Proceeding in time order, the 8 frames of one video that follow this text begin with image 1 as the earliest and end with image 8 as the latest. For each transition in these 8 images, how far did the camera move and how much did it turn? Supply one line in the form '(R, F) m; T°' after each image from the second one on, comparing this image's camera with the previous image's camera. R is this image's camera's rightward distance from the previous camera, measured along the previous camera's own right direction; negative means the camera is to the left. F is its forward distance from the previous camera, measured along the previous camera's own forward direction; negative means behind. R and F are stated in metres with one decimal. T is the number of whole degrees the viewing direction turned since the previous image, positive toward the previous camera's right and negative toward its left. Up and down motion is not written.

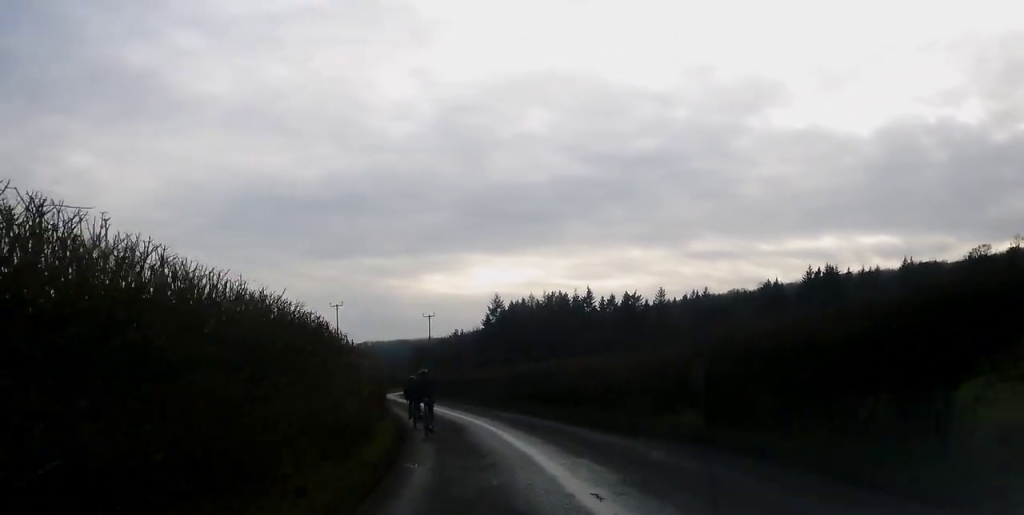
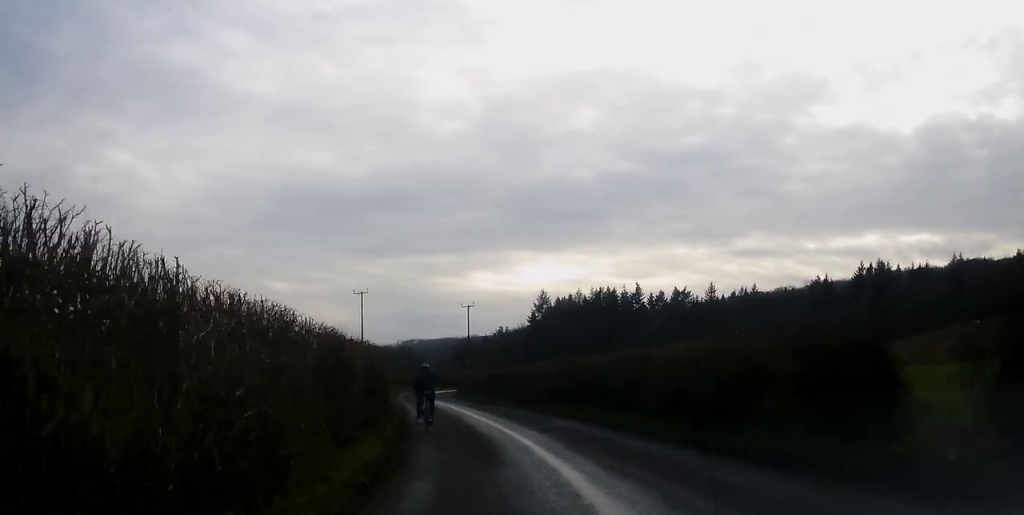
(-0.4, +8.0) m; -4°
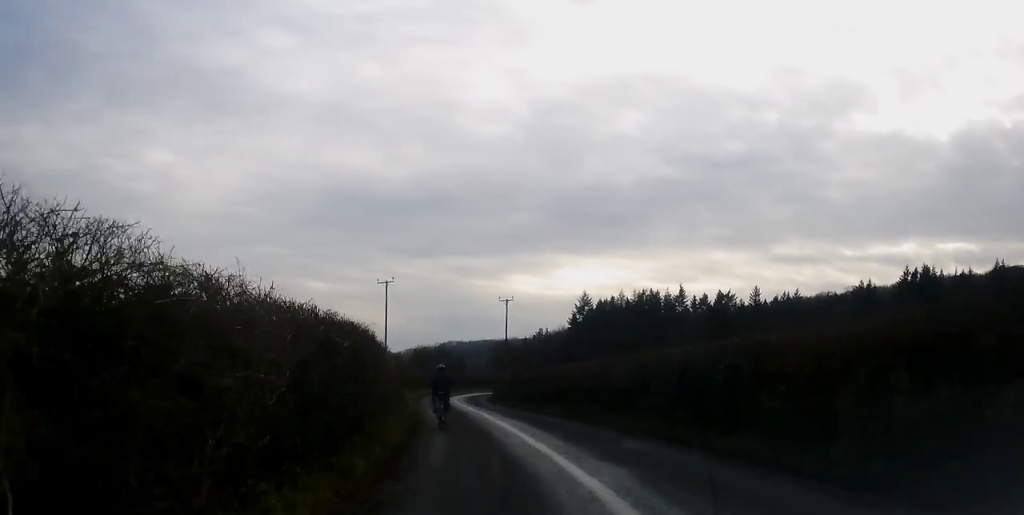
(-0.1, +6.6) m; -3°
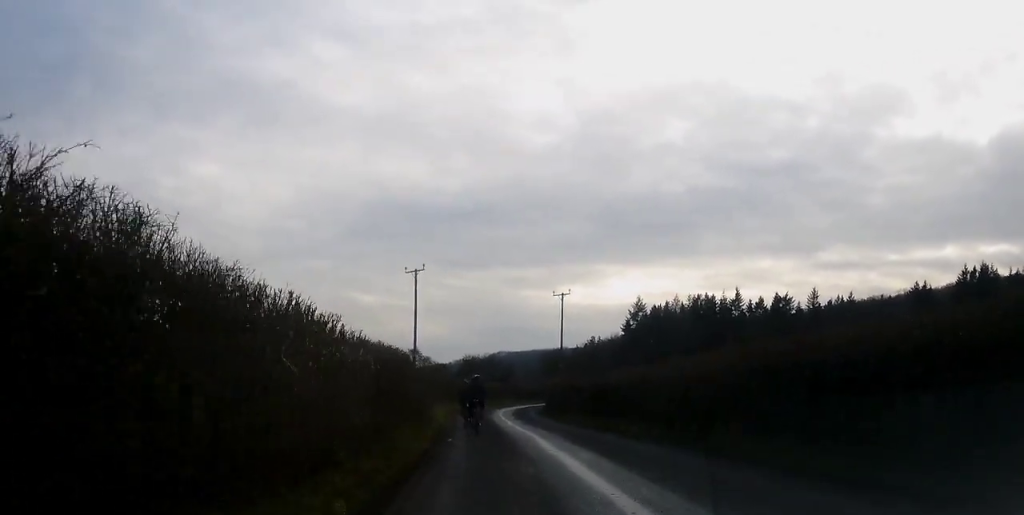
(-0.4, +9.7) m; -3°
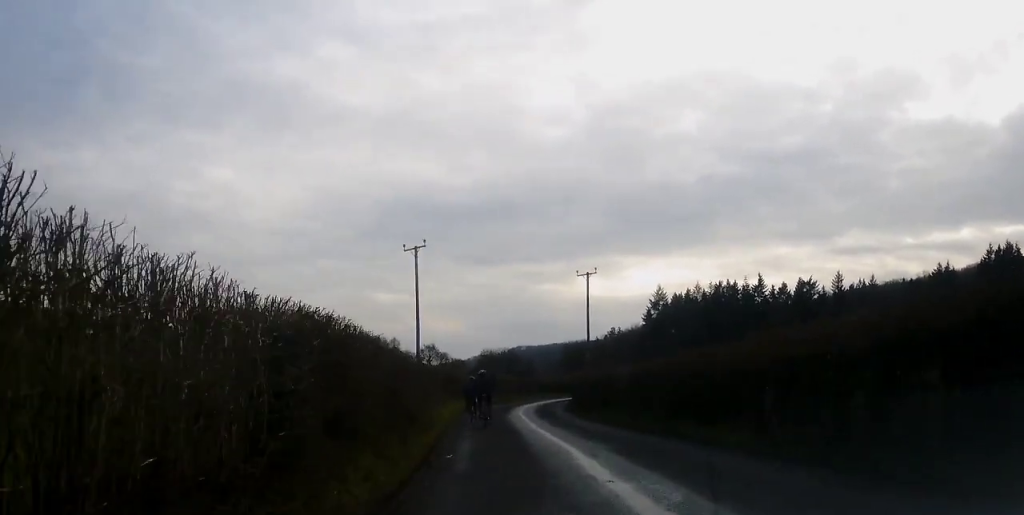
(0.0, +6.4) m; 0°
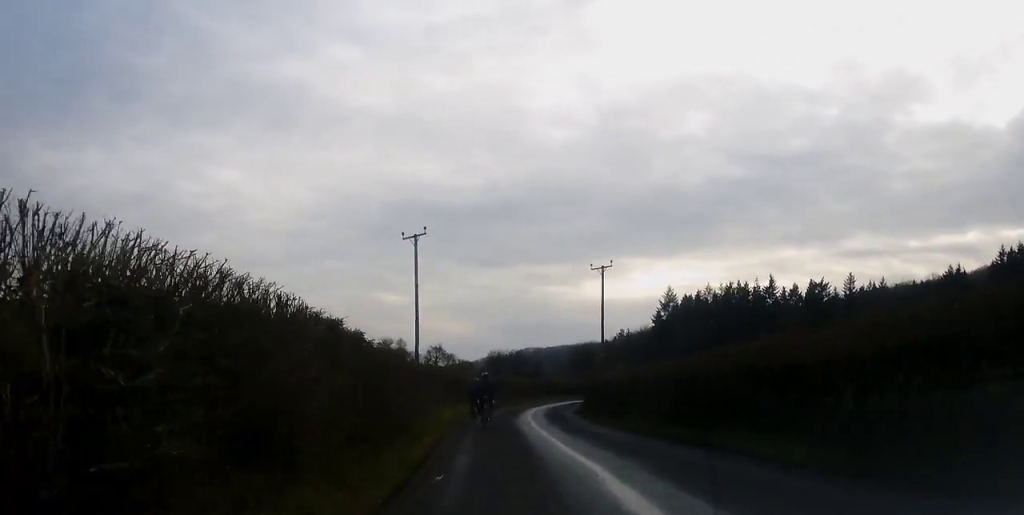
(0.0, +3.3) m; 0°
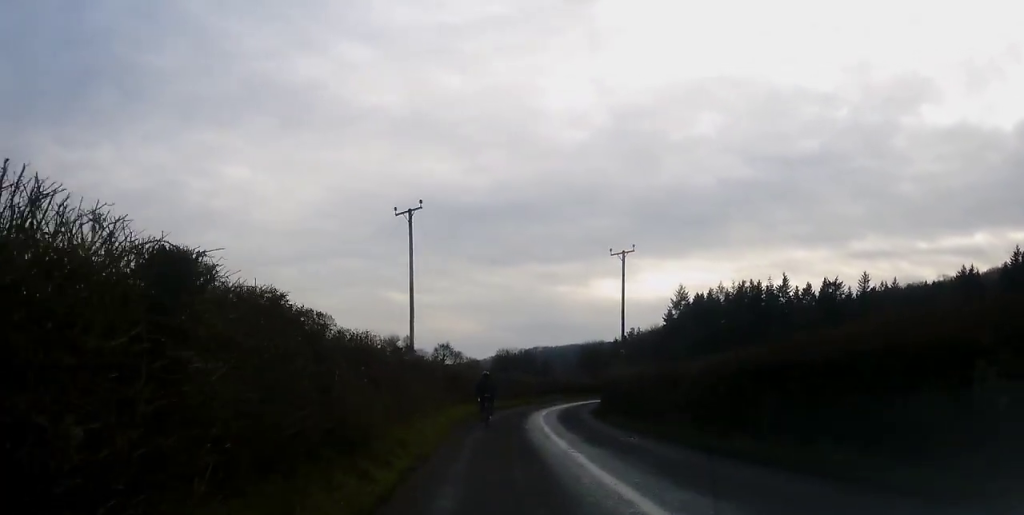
(0.0, +4.5) m; 0°
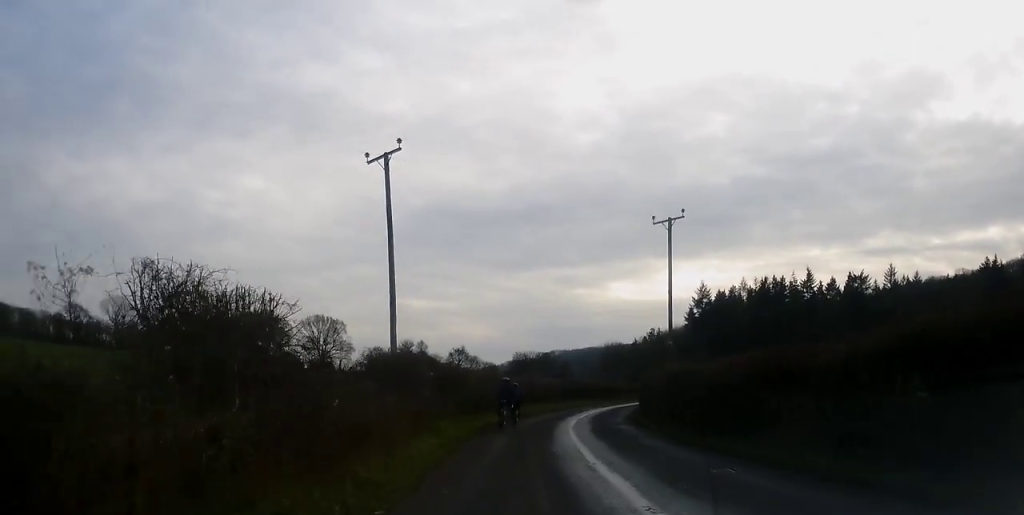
(0.0, +8.0) m; +1°
